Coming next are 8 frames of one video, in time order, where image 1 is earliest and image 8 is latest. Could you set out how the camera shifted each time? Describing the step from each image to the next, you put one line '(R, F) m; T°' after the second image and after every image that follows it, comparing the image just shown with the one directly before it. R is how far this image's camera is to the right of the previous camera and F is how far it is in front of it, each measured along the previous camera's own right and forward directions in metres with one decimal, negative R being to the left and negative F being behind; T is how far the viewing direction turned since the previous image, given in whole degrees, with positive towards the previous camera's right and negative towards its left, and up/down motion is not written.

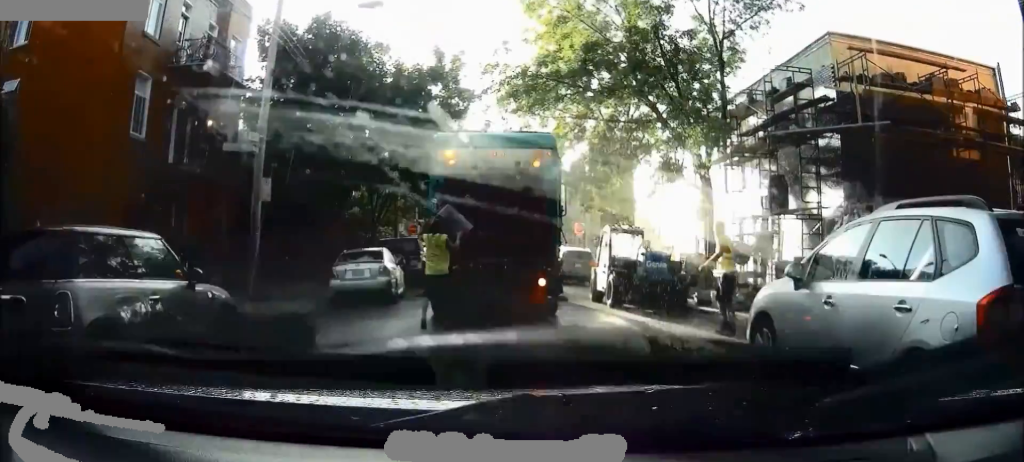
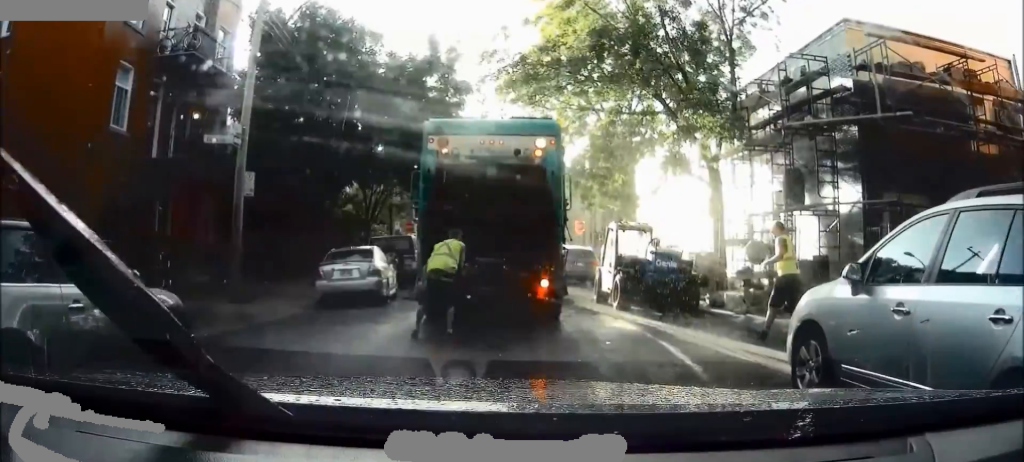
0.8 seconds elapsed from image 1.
(0.0, +1.1) m; 0°
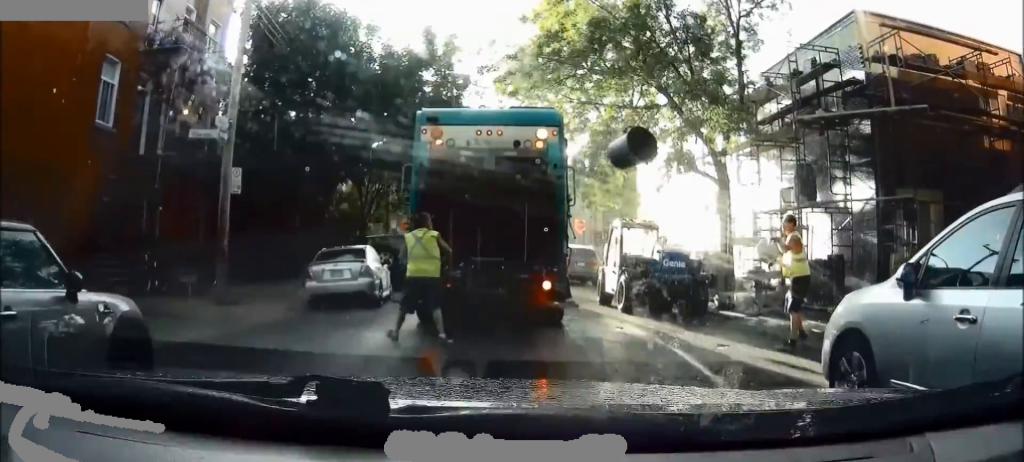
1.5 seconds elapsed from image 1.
(0.0, +0.7) m; 0°
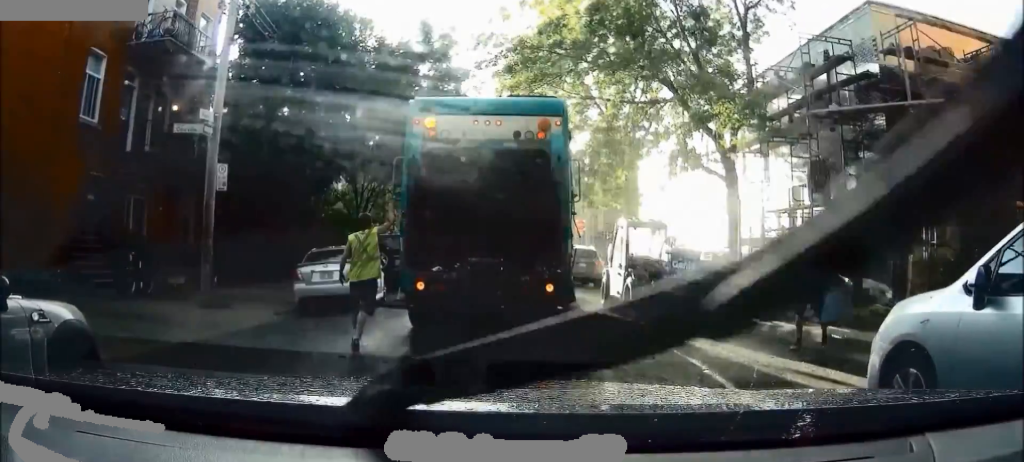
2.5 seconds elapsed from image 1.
(0.0, +0.7) m; 0°
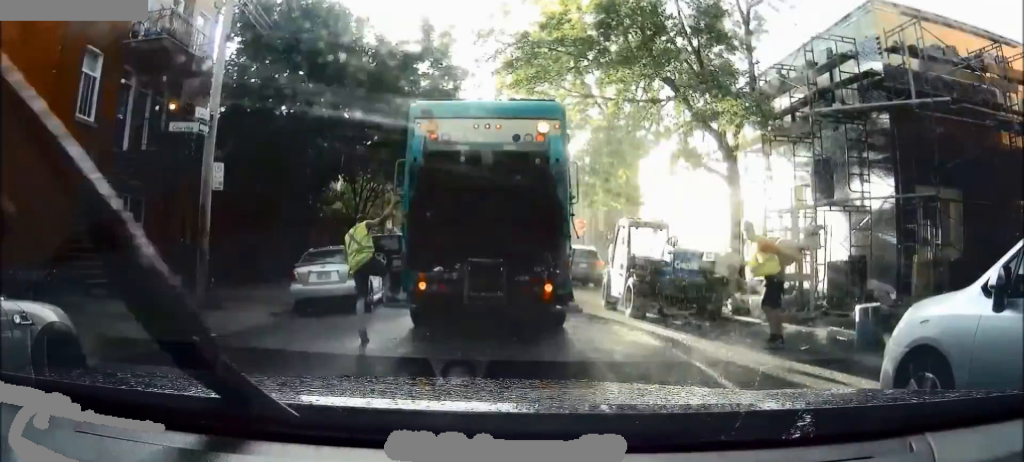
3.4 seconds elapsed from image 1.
(-0.2, +0.2) m; 0°
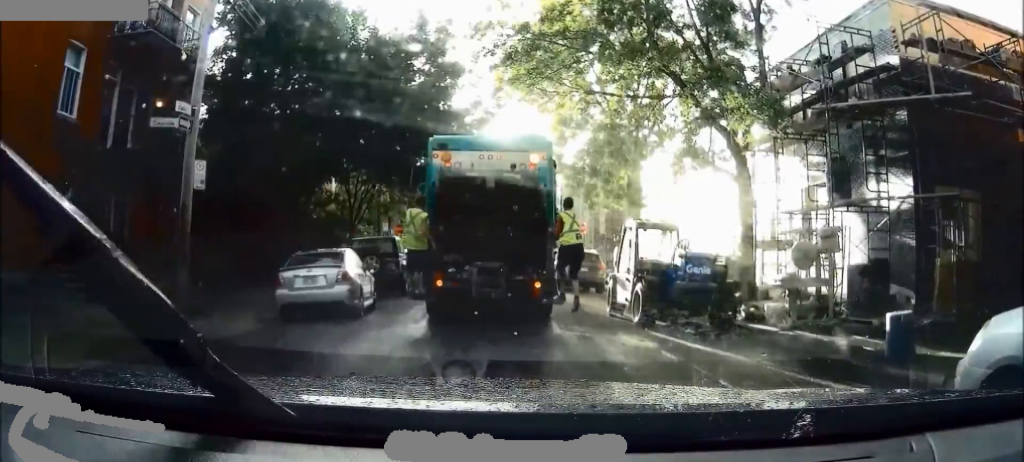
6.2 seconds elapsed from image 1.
(+0.1, +1.2) m; 0°
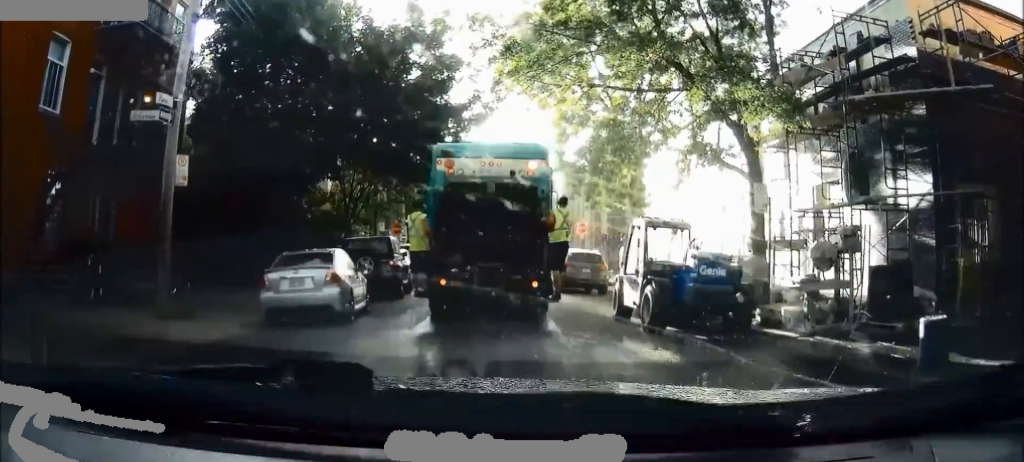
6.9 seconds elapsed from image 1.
(+0.2, +1.0) m; +4°
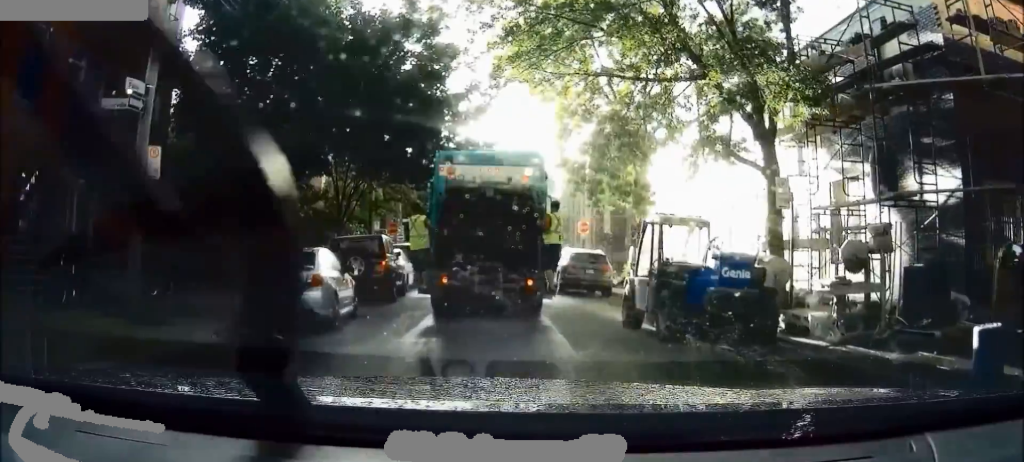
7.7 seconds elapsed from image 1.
(+0.1, +1.3) m; +3°
